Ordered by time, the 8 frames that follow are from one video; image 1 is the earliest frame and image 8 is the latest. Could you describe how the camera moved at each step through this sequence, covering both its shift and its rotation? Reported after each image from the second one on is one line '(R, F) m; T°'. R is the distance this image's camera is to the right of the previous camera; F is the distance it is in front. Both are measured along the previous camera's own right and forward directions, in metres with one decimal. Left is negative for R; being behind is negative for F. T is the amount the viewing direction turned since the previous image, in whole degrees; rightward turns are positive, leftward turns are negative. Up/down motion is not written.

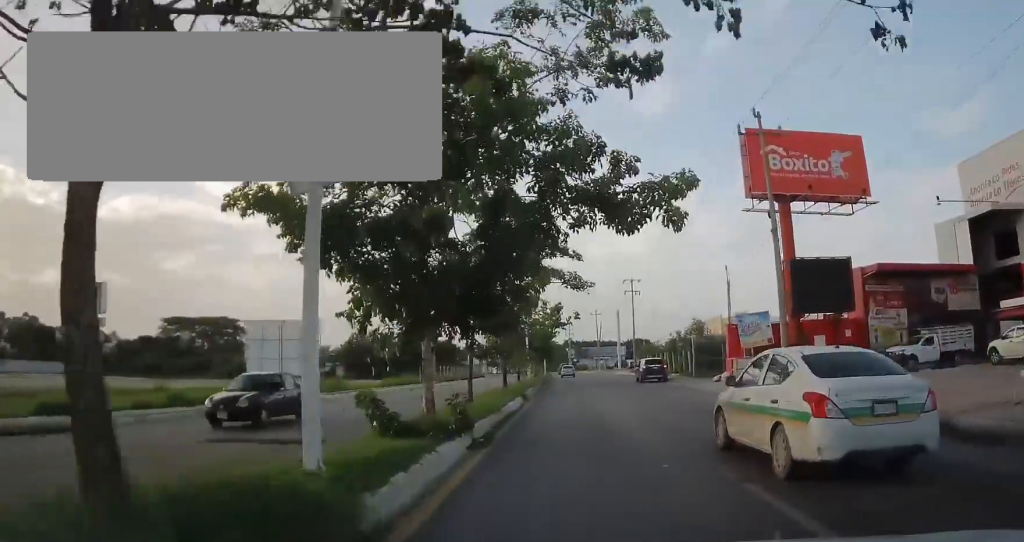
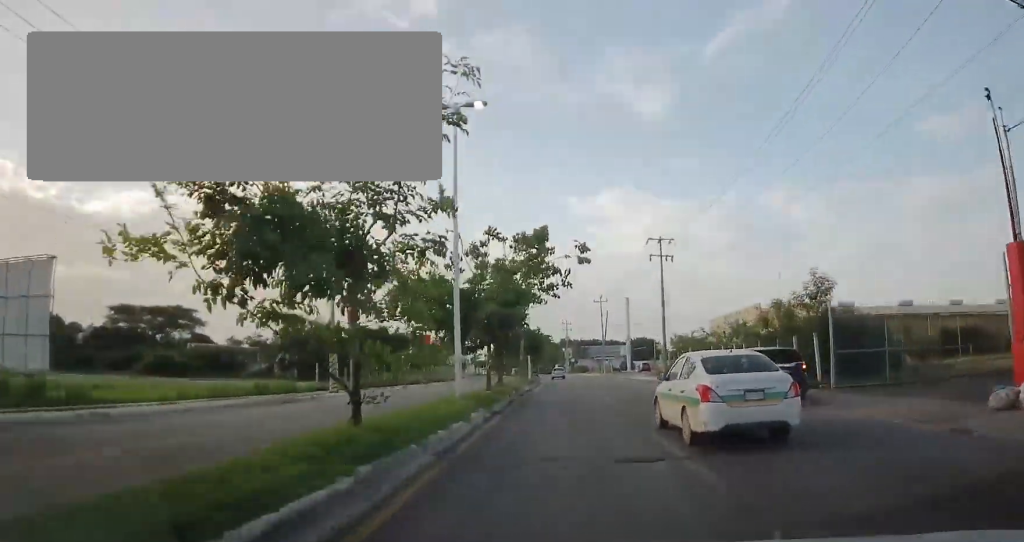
(0.0, +25.4) m; 0°
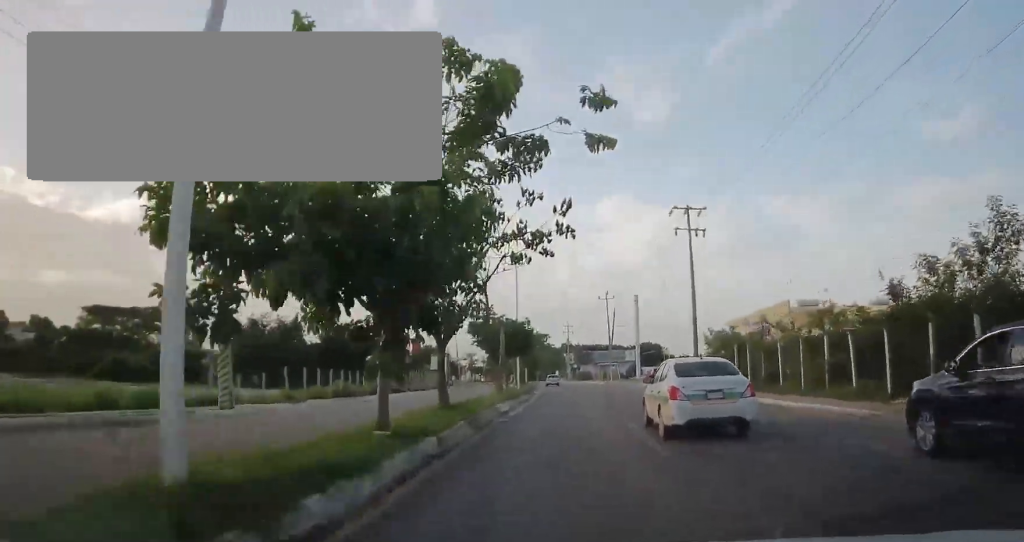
(-0.1, +12.4) m; 0°
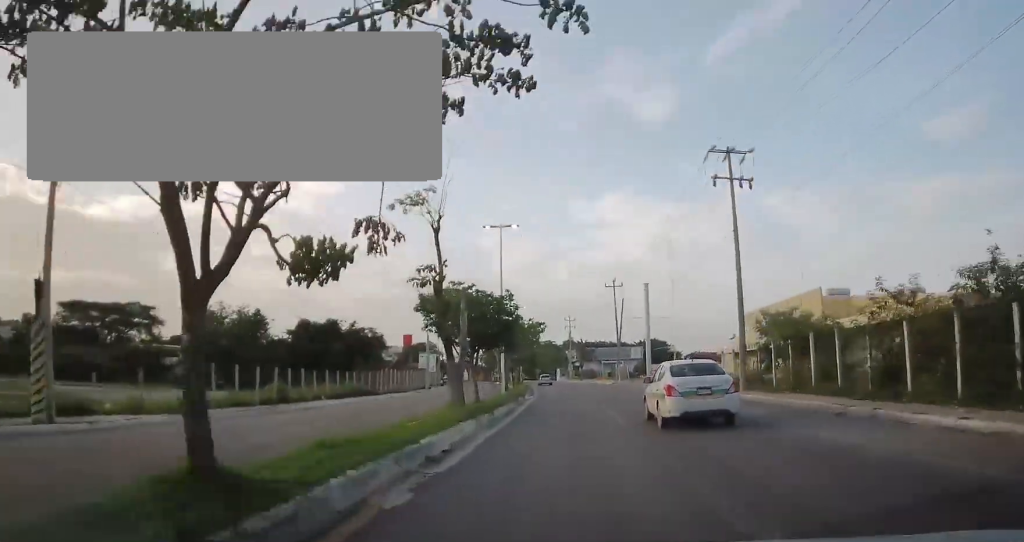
(0.0, +10.4) m; -2°
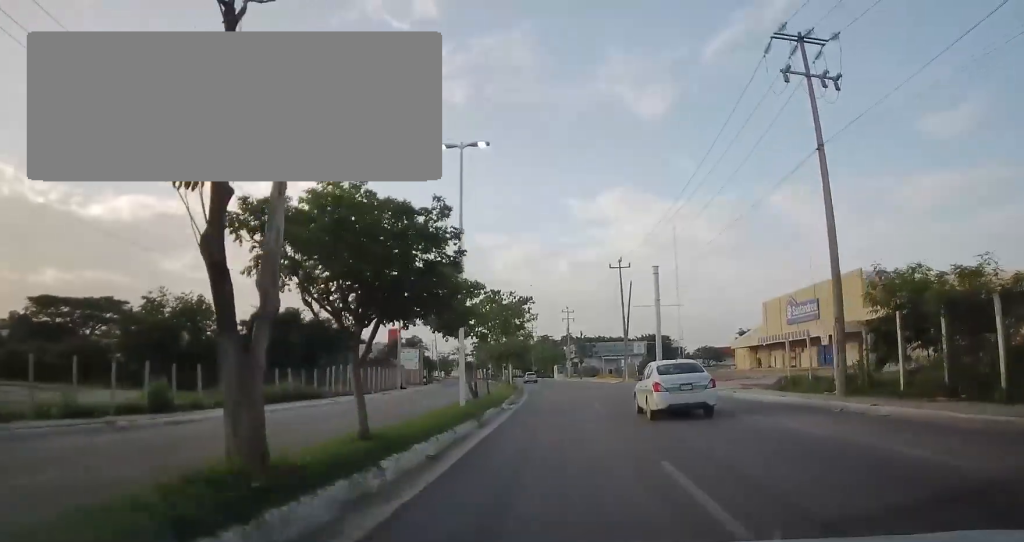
(-0.3, +10.9) m; -2°
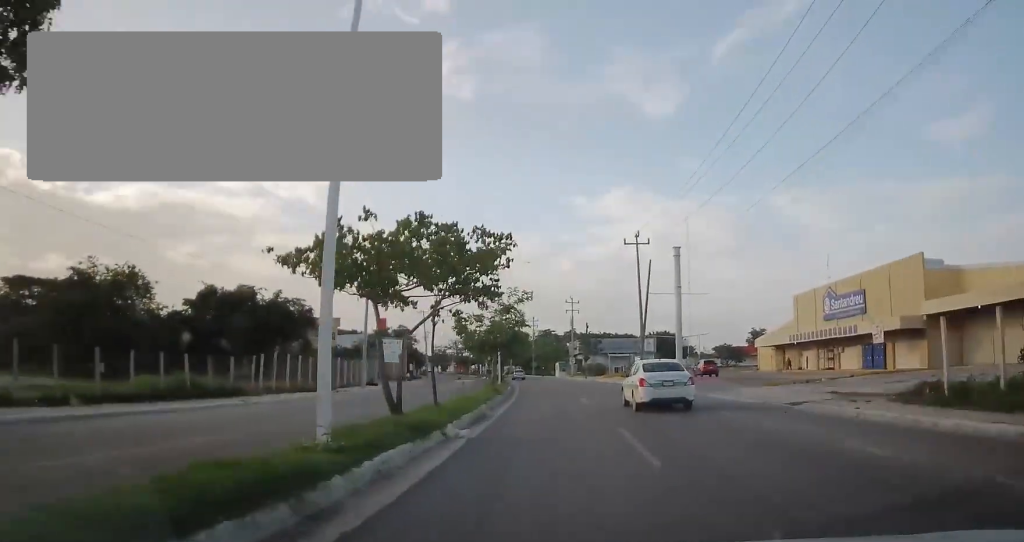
(-0.2, +10.7) m; -1°
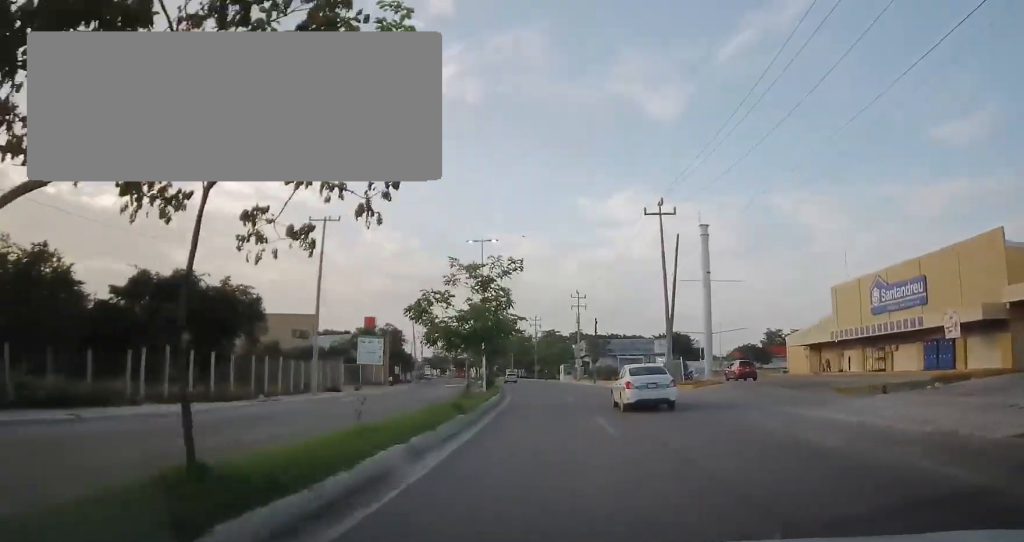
(0.0, +10.3) m; -1°
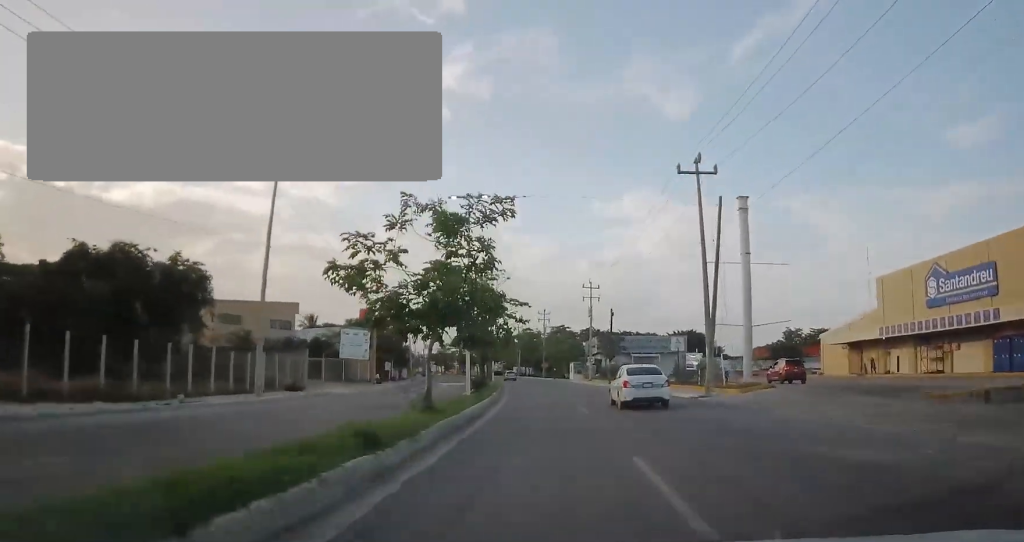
(0.0, +8.1) m; -1°
